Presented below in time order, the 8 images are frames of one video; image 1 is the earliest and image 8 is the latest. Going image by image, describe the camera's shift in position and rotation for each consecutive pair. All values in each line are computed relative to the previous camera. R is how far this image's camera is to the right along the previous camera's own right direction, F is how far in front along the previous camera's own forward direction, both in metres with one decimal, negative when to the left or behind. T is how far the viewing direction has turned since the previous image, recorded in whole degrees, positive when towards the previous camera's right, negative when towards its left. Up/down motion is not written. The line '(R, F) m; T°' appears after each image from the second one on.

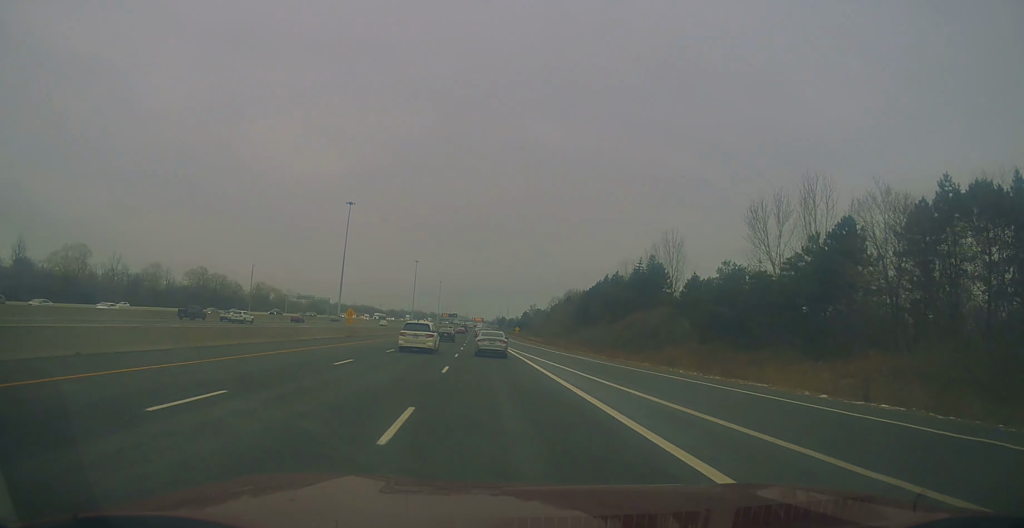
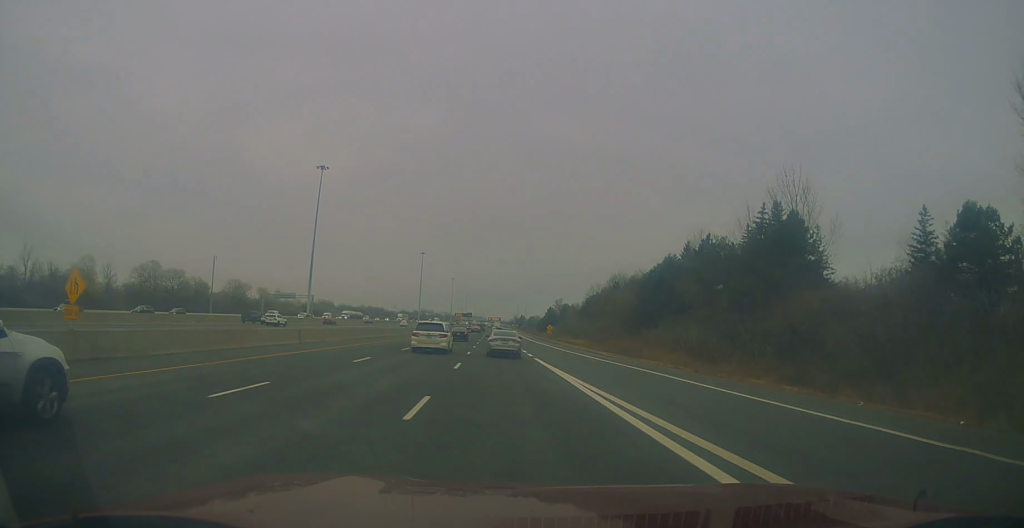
(-0.4, +44.3) m; -2°
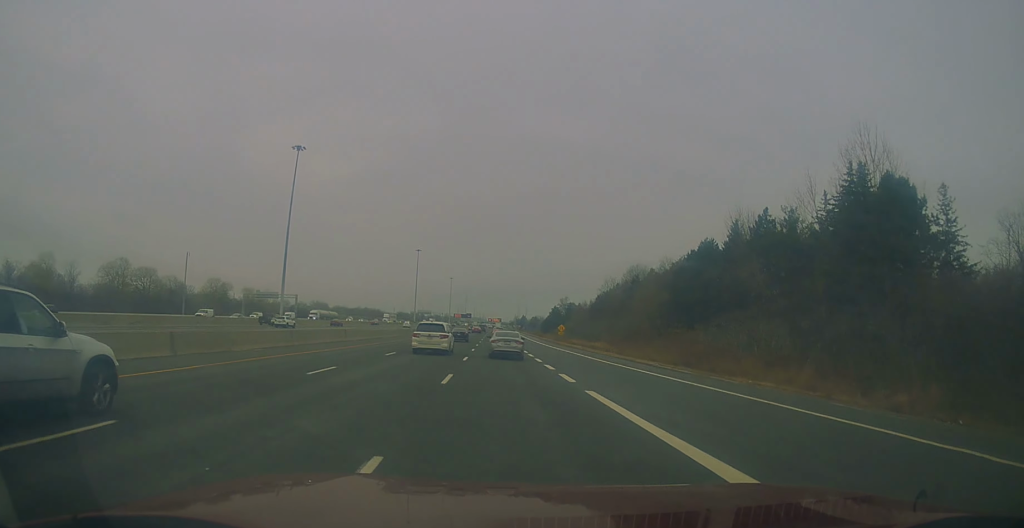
(-0.2, +17.7) m; -1°
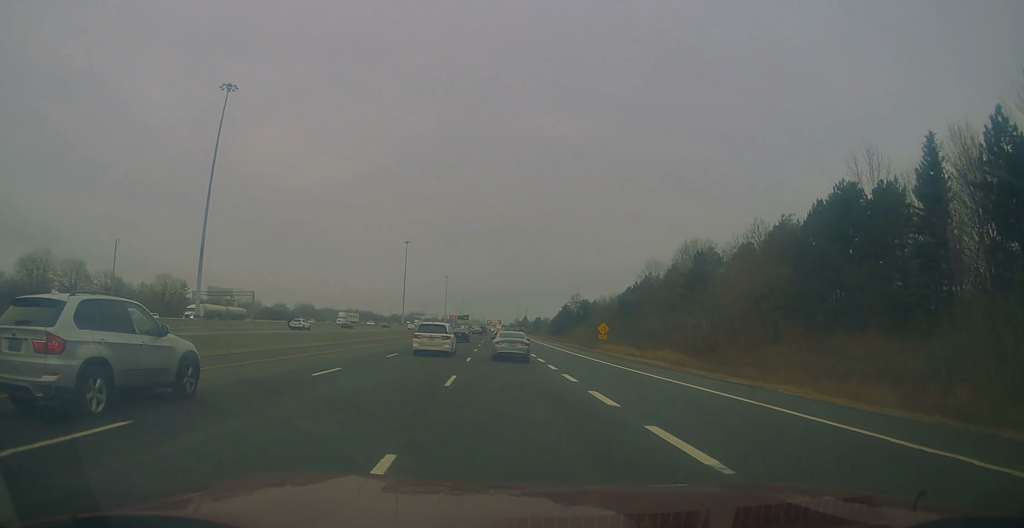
(+0.7, +35.7) m; +2°
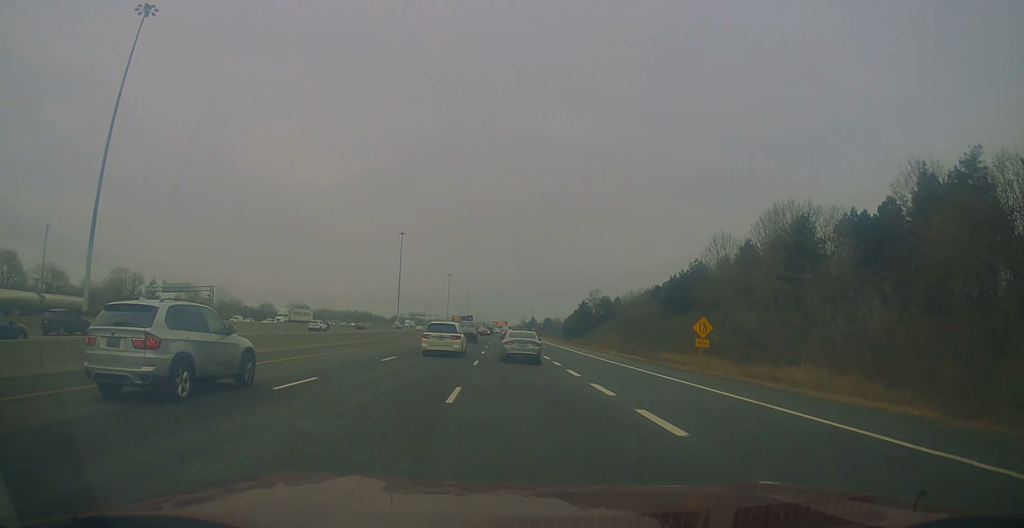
(+0.1, +28.1) m; -2°
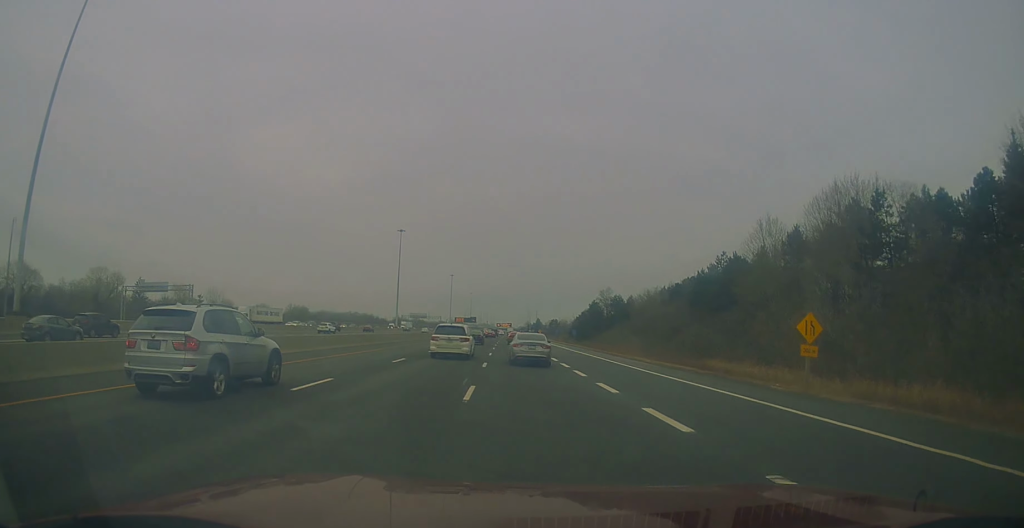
(-0.4, +11.8) m; -1°
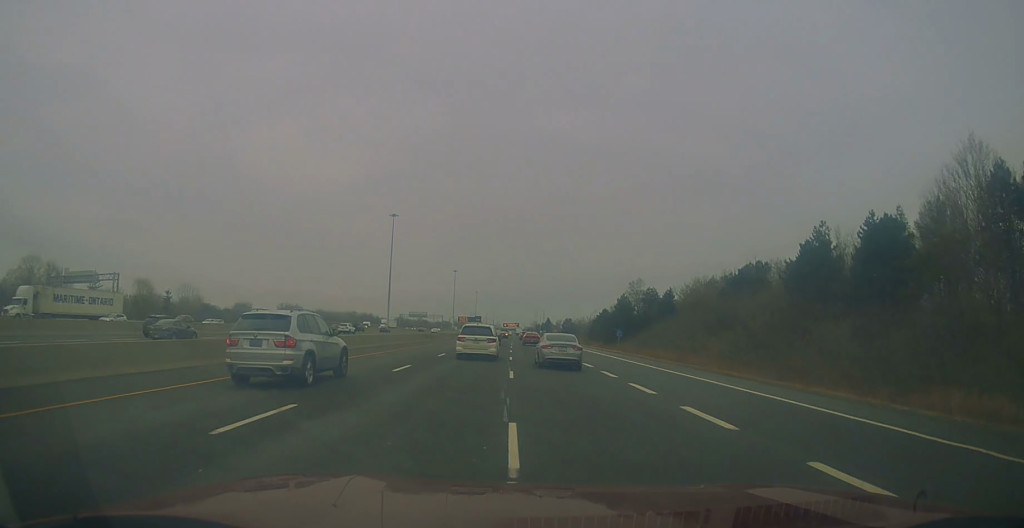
(-0.1, +30.0) m; +1°
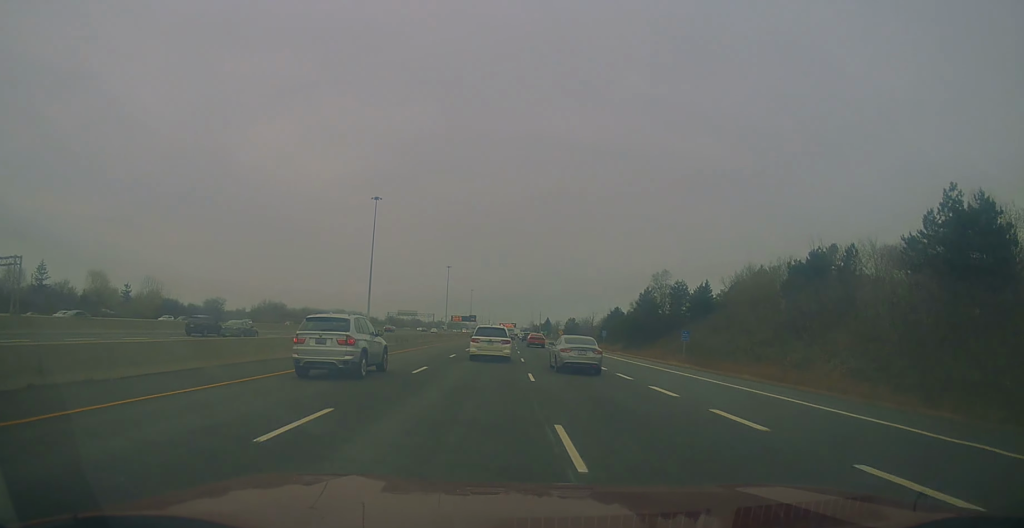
(+0.7, +24.9) m; +1°
